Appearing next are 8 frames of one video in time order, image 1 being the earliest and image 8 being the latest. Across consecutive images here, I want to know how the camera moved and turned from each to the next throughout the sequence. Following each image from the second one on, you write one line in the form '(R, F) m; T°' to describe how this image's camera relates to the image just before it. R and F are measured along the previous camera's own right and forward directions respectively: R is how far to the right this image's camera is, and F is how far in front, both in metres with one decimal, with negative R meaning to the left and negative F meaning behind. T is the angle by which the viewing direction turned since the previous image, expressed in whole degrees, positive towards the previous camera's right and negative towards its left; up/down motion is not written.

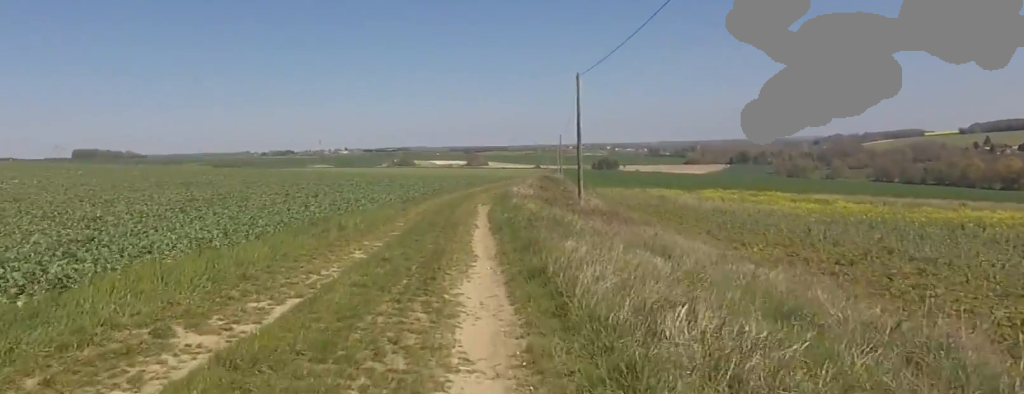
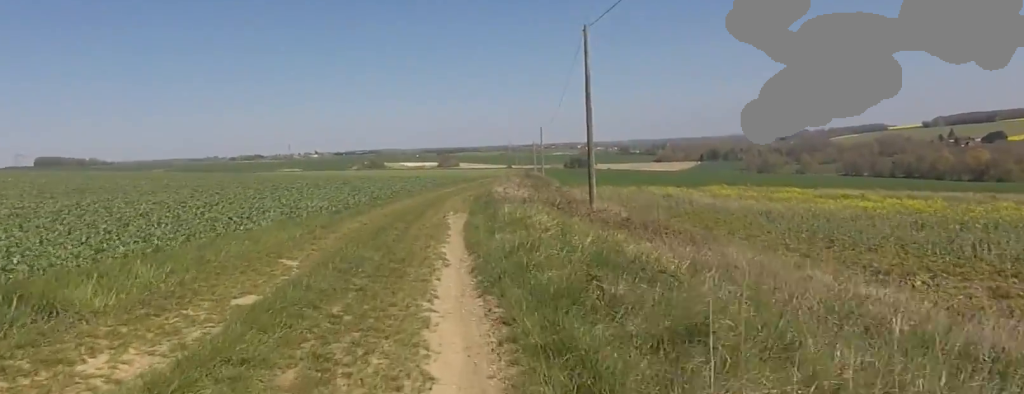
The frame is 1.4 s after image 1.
(0.0, +8.4) m; 0°
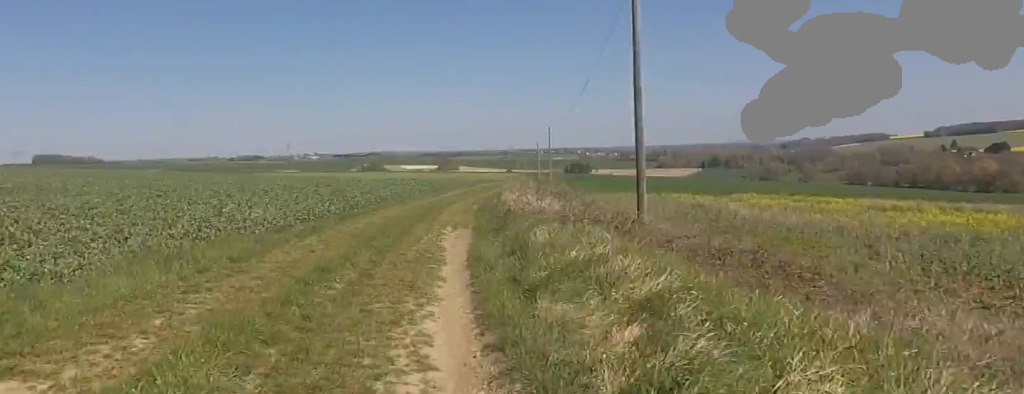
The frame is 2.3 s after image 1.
(0.0, +5.3) m; 0°
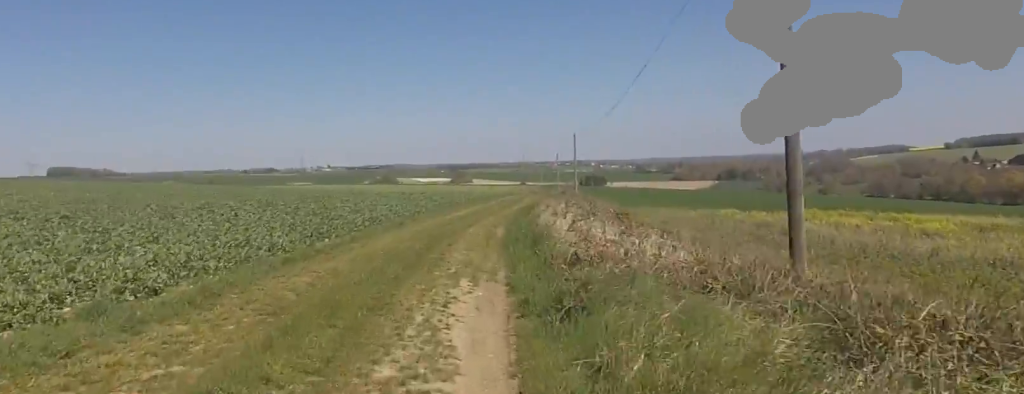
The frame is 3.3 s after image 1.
(0.0, +6.1) m; 0°
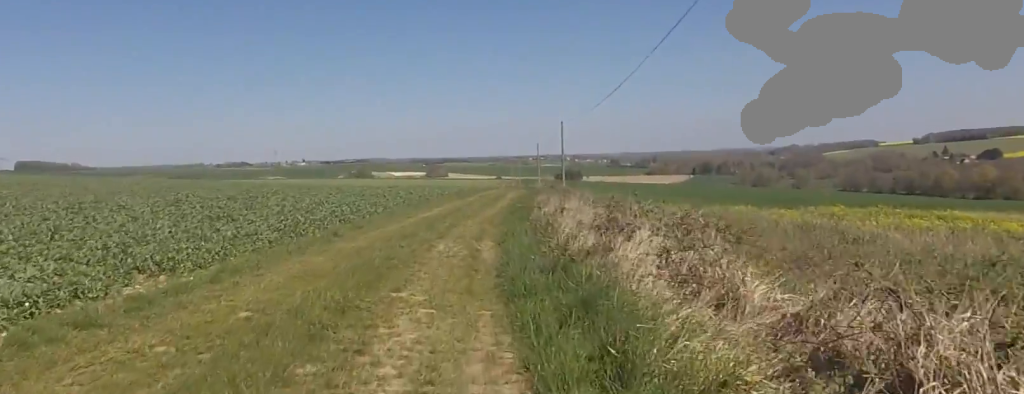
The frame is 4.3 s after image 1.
(0.0, +6.2) m; 0°
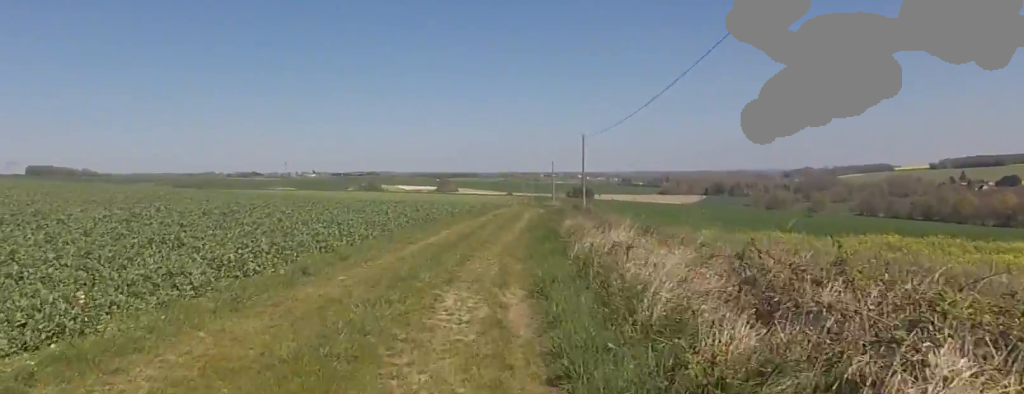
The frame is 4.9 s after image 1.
(0.0, +3.4) m; 0°
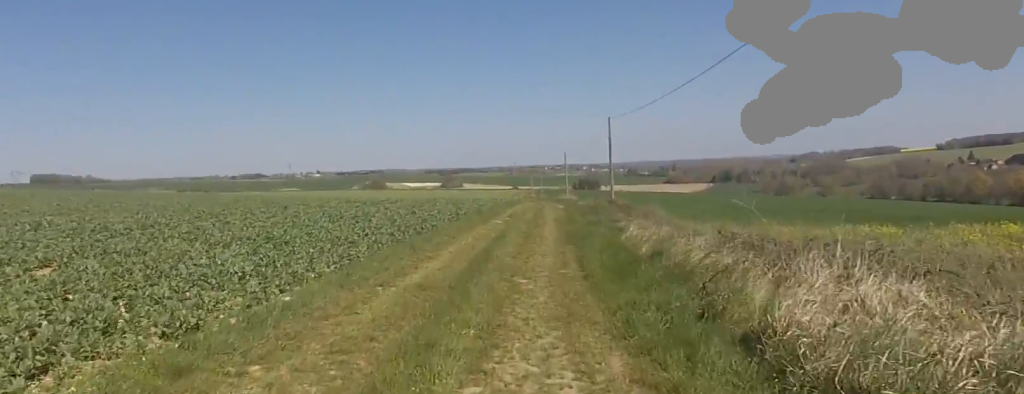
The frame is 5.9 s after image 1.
(0.0, +6.8) m; 0°
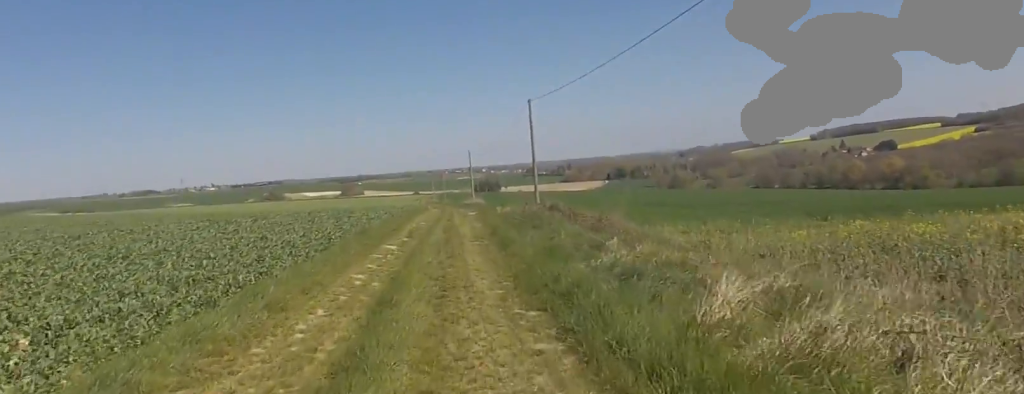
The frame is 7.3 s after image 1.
(0.0, +8.2) m; 0°
